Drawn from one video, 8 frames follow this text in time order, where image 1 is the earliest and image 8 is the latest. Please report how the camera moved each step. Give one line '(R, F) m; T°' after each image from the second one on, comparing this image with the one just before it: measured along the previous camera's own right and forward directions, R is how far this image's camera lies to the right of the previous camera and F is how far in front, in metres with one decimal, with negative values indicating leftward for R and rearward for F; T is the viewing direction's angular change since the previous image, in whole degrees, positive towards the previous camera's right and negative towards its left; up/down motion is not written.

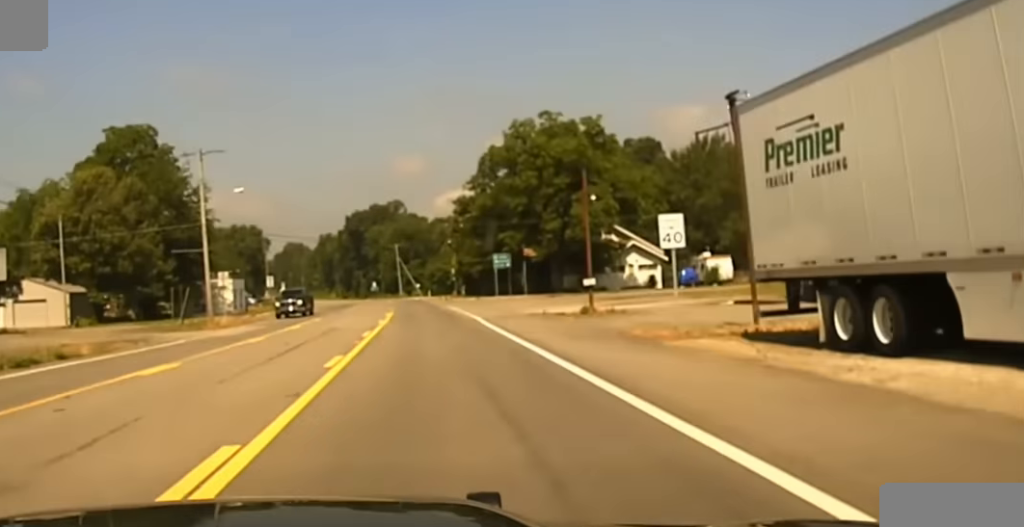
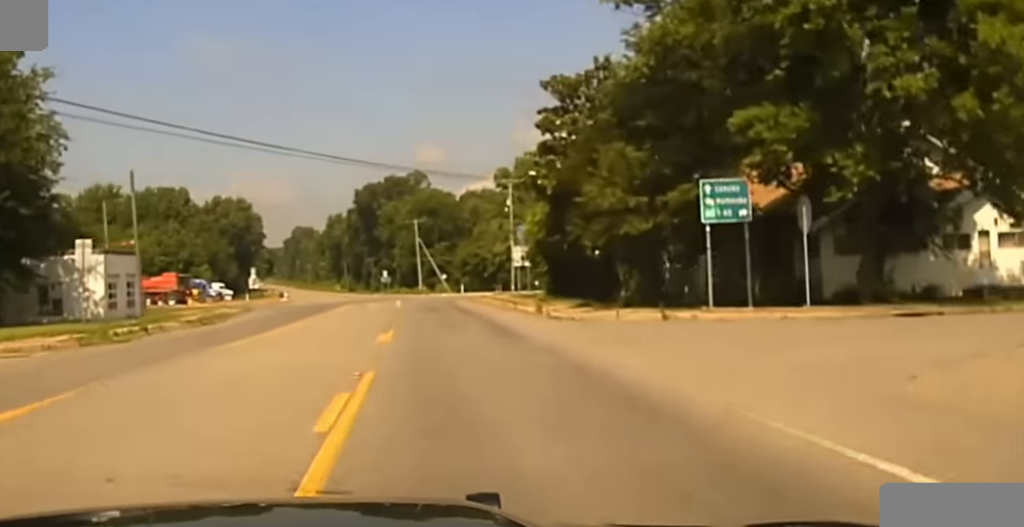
(-0.6, +68.1) m; -1°
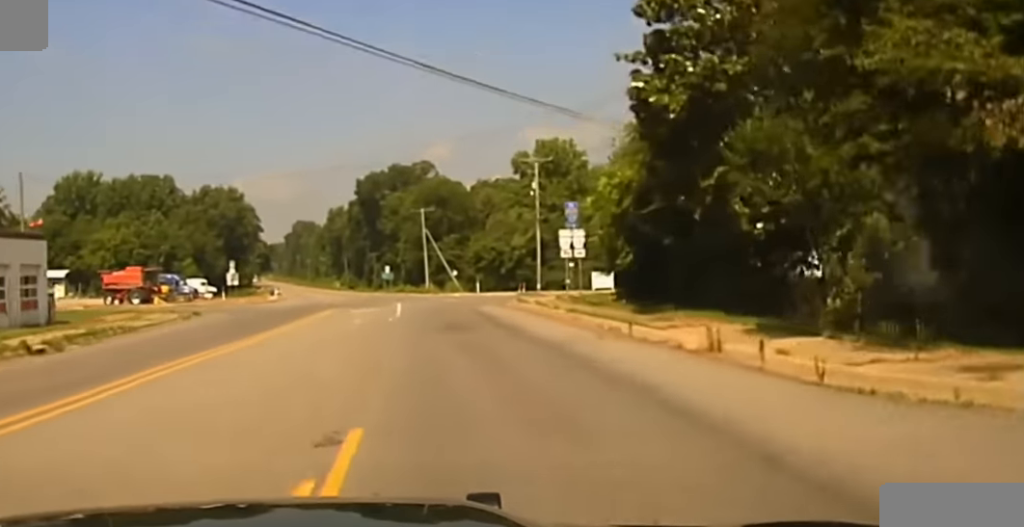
(-0.3, +25.3) m; 0°
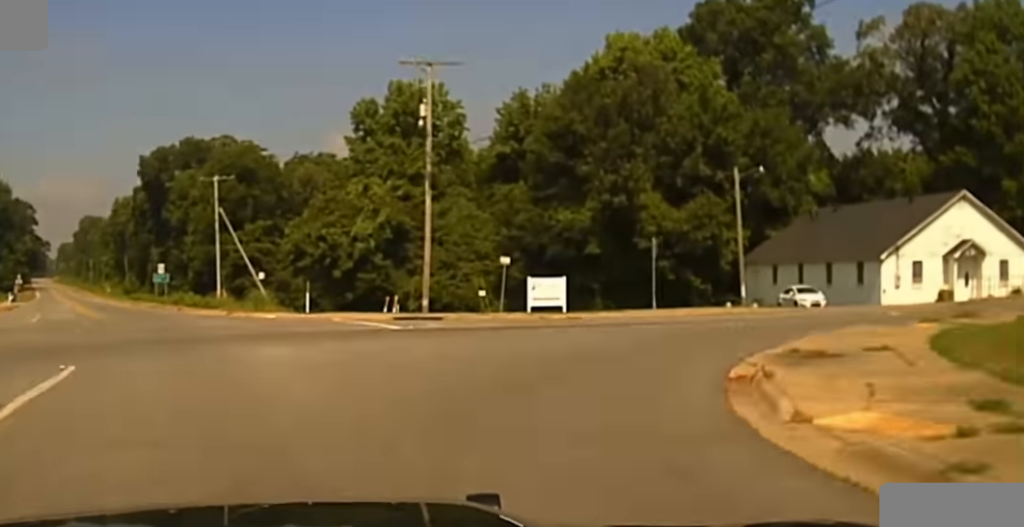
(-0.2, +62.2) m; +2°
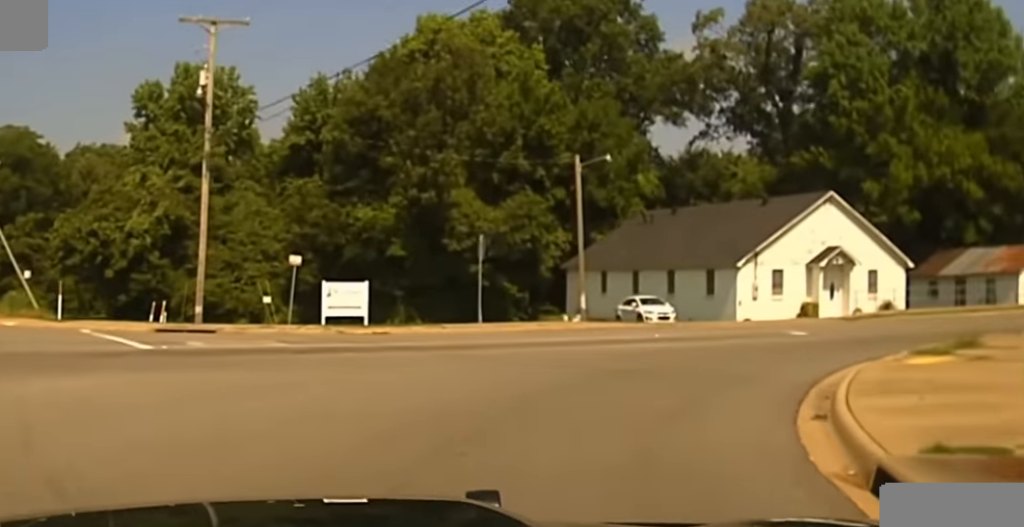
(+0.3, +12.8) m; +9°
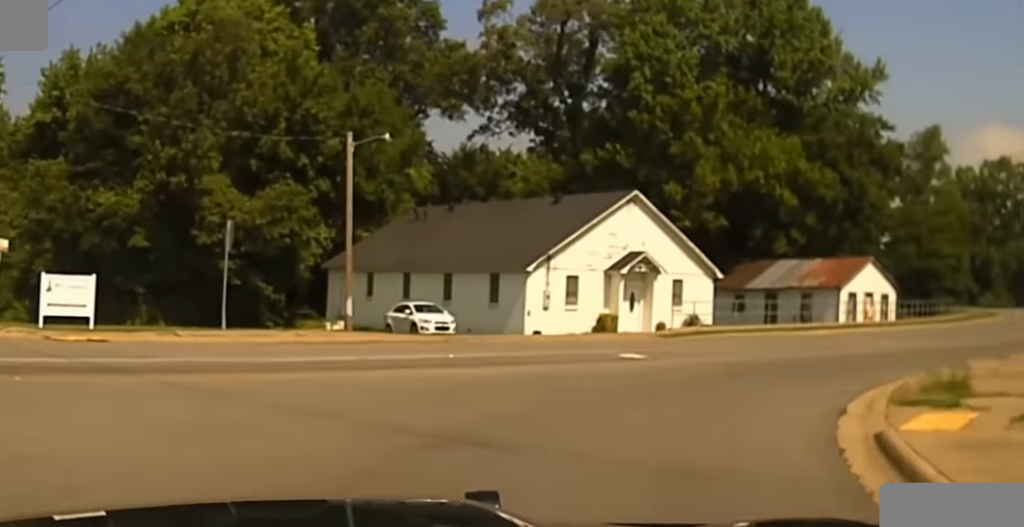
(-0.9, +9.0) m; +11°
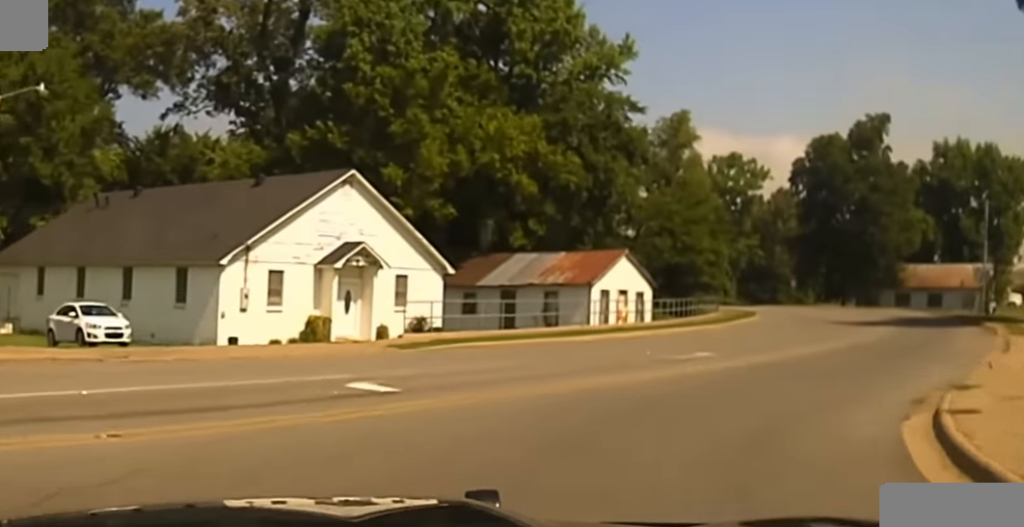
(+2.4, +8.2) m; +19°
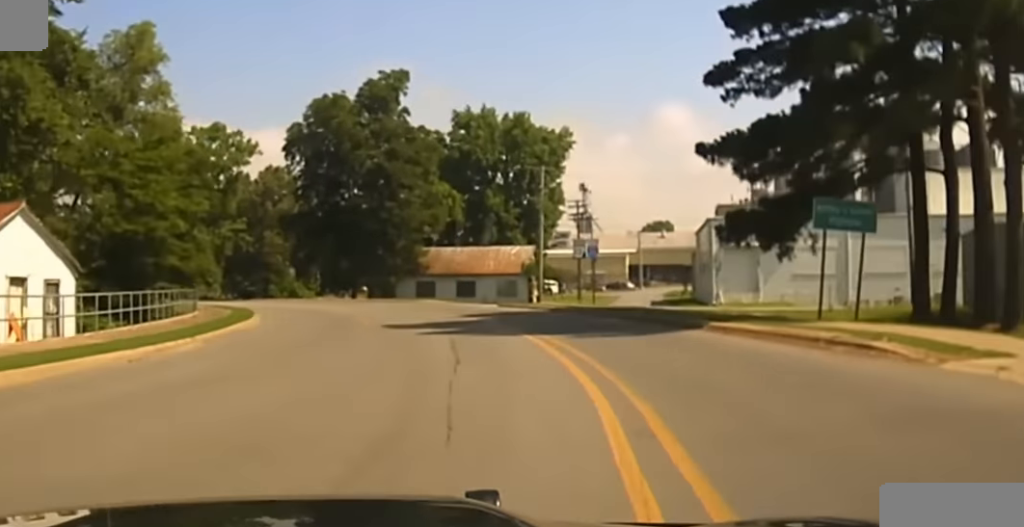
(+8.7, +22.0) m; +25°
